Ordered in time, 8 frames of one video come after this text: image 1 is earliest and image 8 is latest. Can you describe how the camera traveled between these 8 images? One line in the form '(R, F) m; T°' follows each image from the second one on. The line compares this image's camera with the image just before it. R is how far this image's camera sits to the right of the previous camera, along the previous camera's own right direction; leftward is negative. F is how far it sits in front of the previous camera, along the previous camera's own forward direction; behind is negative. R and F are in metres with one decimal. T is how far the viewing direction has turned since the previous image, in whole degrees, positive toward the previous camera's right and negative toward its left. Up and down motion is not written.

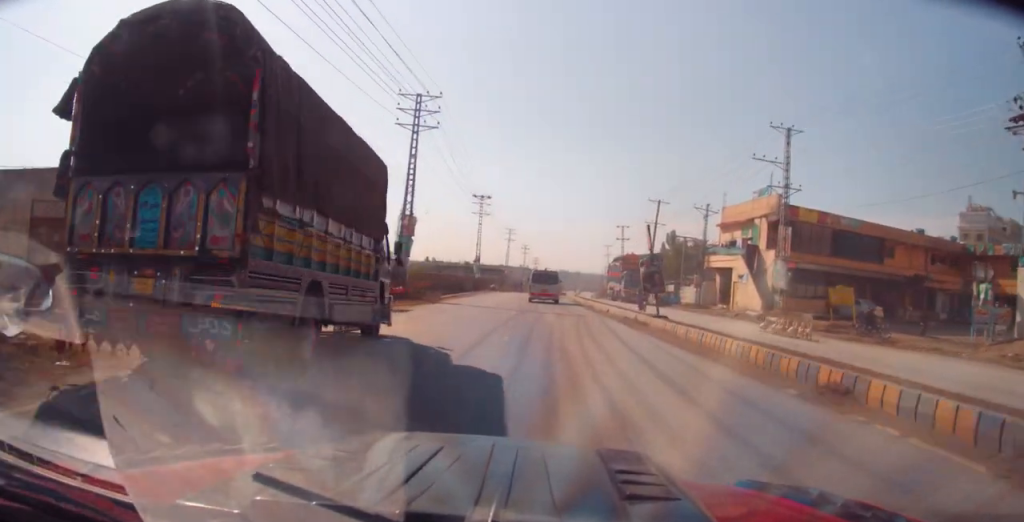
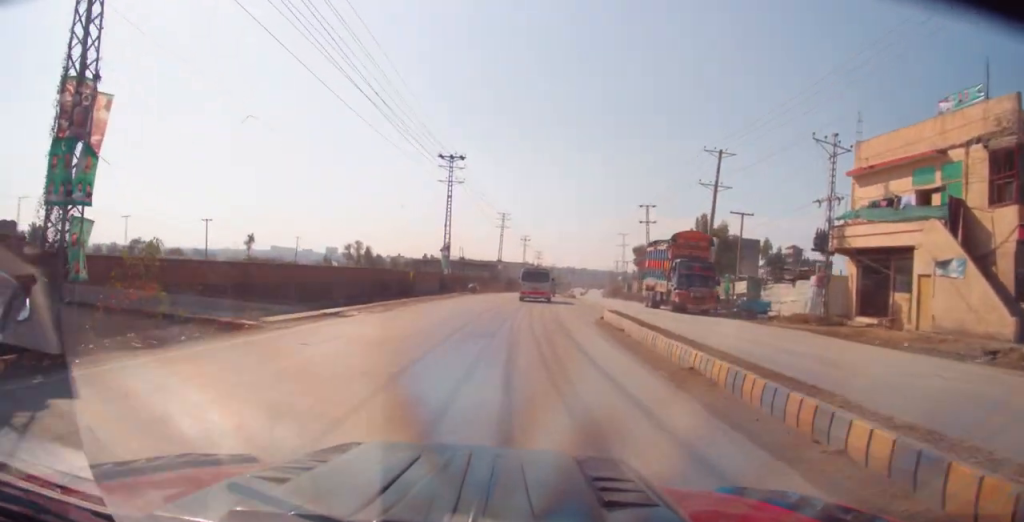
(+1.1, +25.1) m; +2°
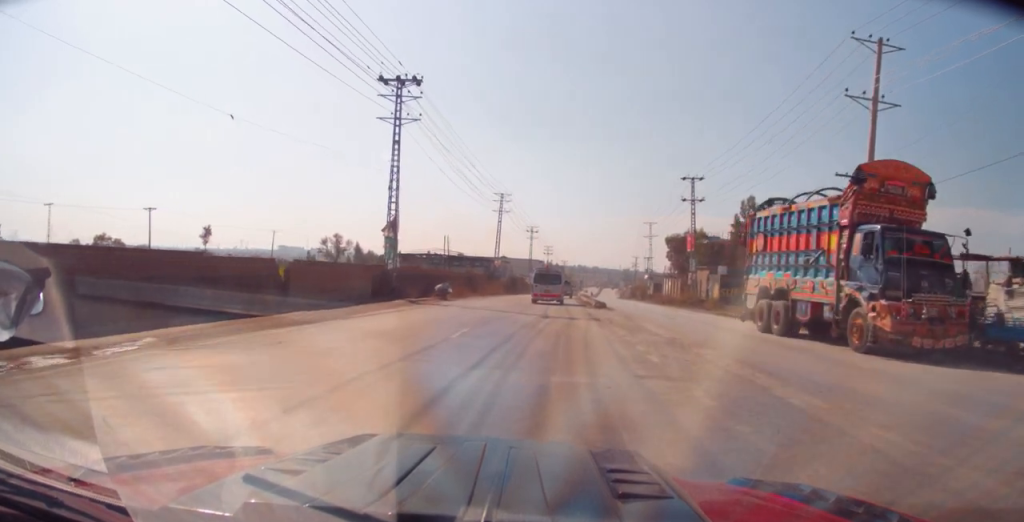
(-0.8, +22.2) m; -2°
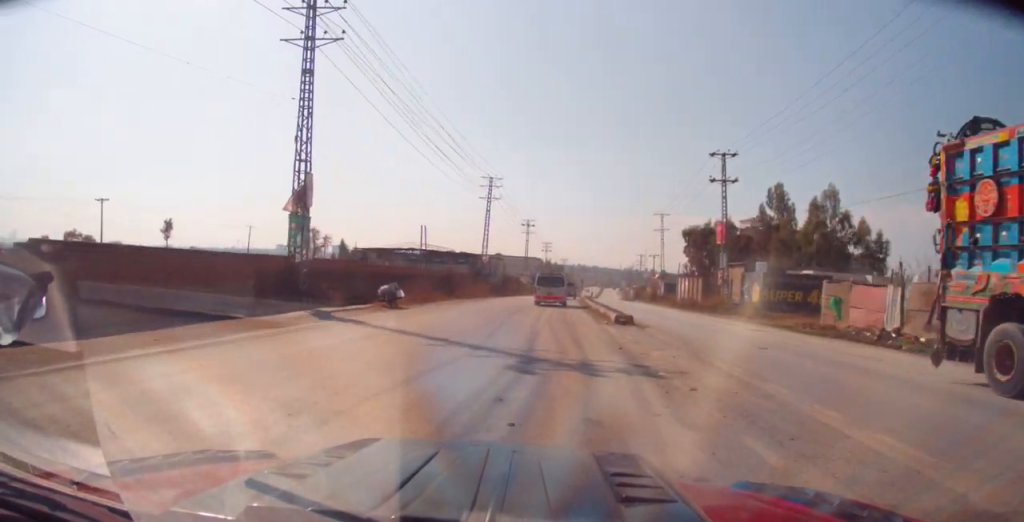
(0.0, +12.6) m; 0°
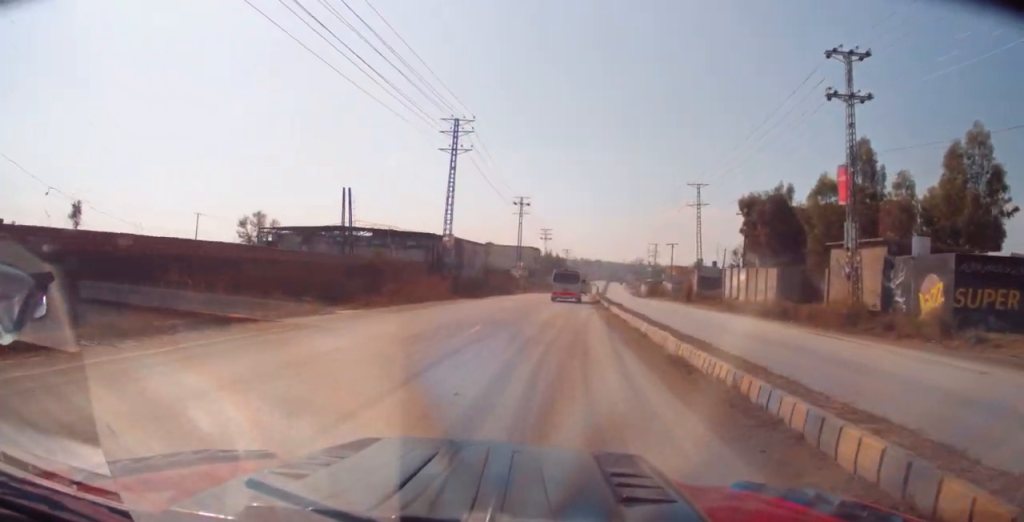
(0.0, +23.4) m; 0°
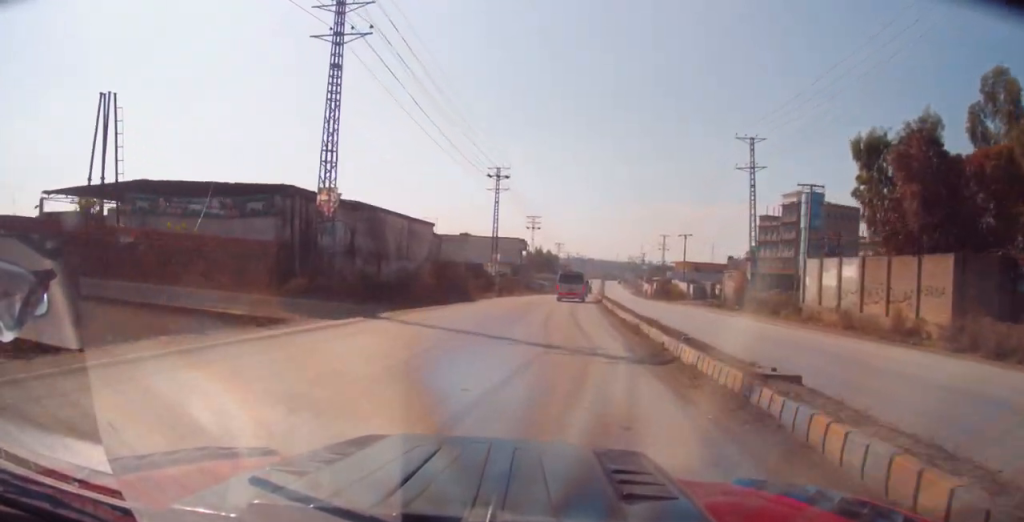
(+0.1, +22.0) m; +1°
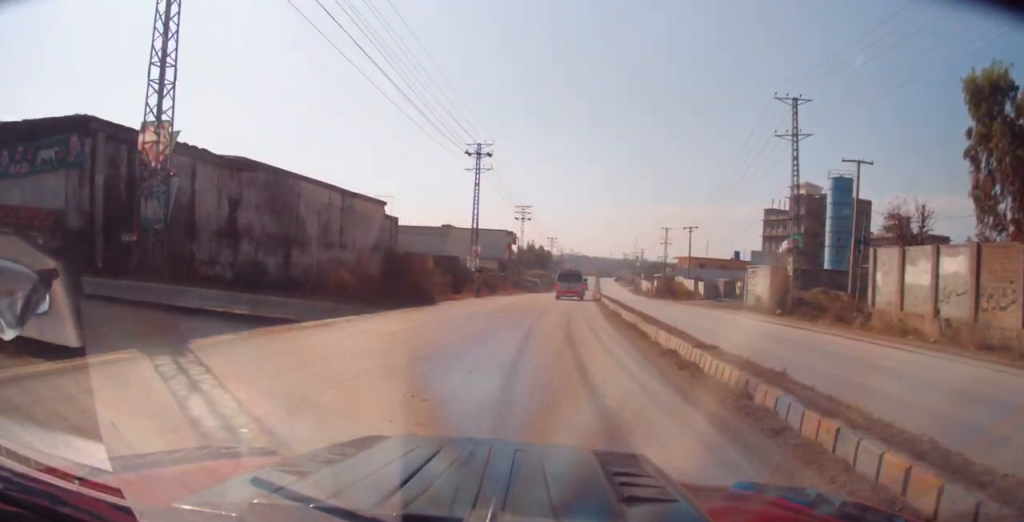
(0.0, +10.4) m; 0°
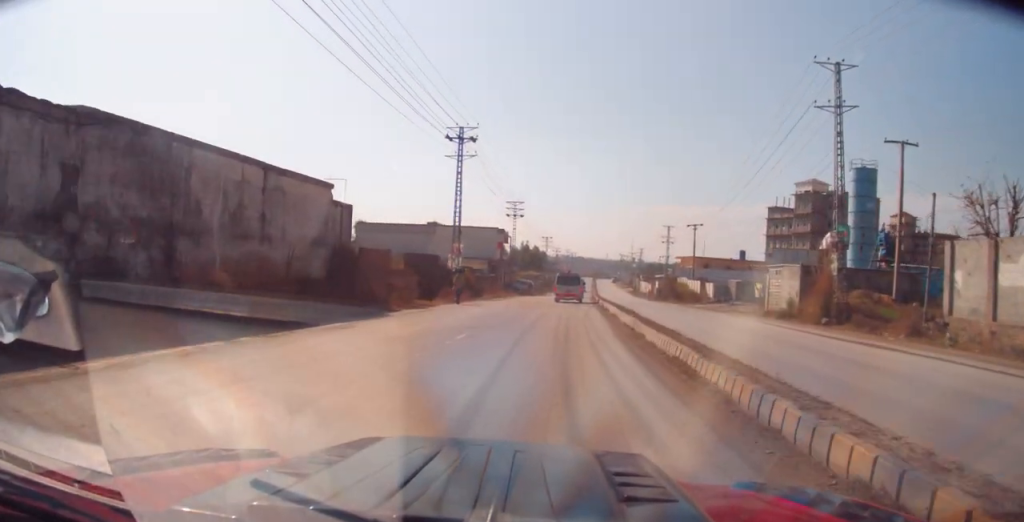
(0.0, +6.9) m; 0°
